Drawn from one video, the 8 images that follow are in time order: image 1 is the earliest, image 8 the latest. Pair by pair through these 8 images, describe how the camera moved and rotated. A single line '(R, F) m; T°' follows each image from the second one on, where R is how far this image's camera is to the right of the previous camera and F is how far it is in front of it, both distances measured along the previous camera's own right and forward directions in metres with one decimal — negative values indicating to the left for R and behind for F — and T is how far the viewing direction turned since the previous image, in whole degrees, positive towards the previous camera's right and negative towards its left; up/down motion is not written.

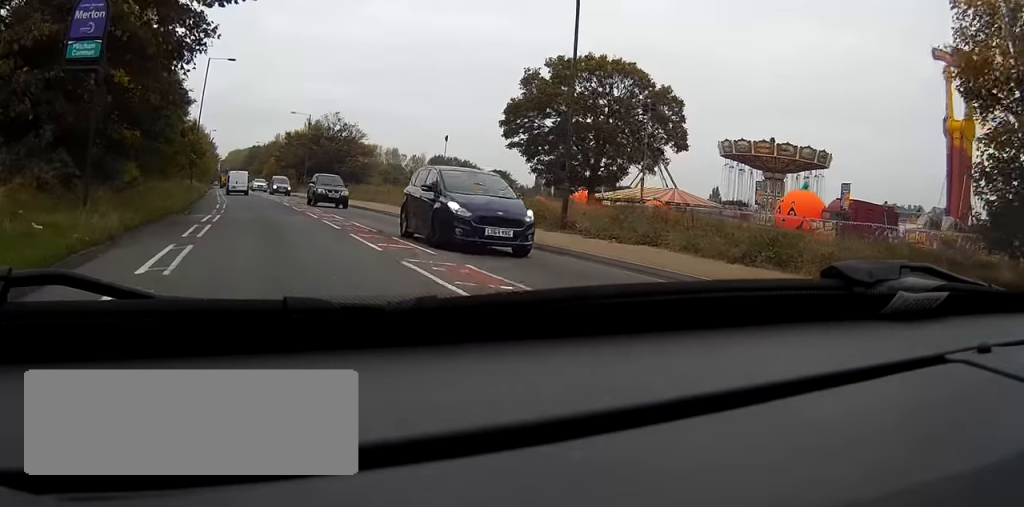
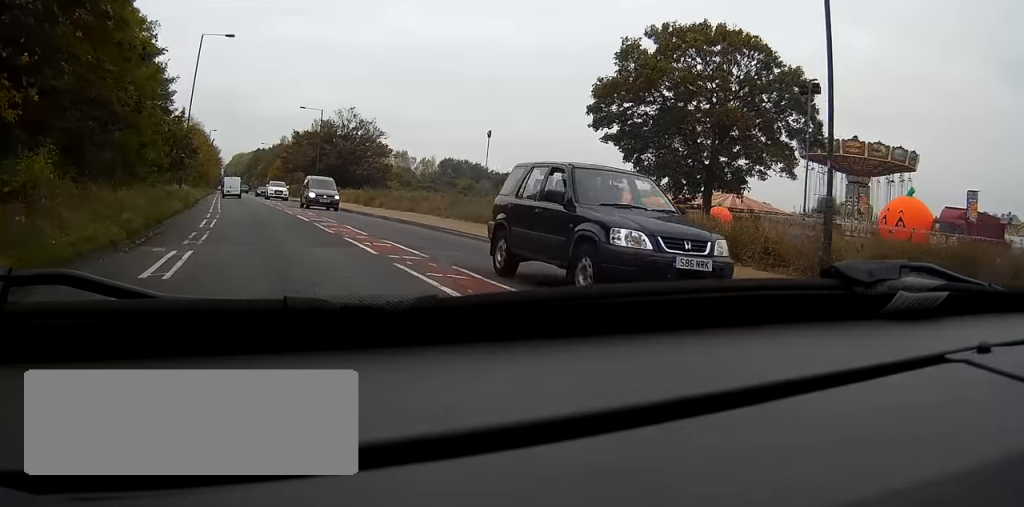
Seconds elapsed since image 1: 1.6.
(-0.4, +11.6) m; -3°
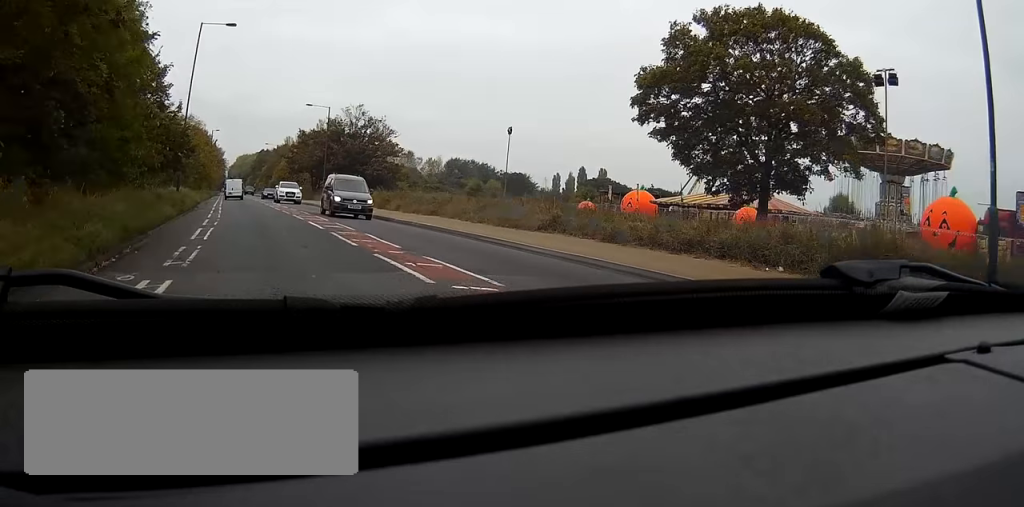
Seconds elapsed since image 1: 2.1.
(0.0, +3.7) m; -1°
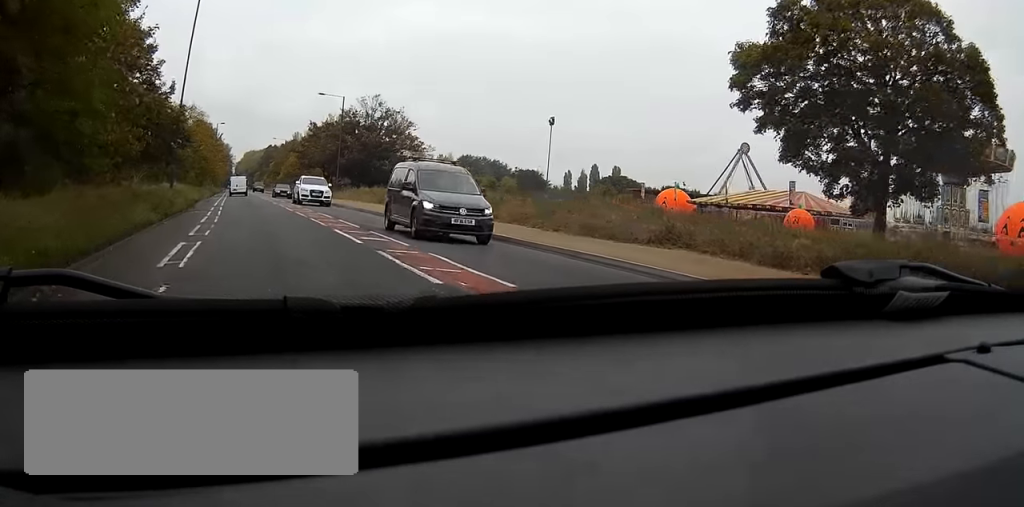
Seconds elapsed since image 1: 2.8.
(-0.1, +6.4) m; -1°
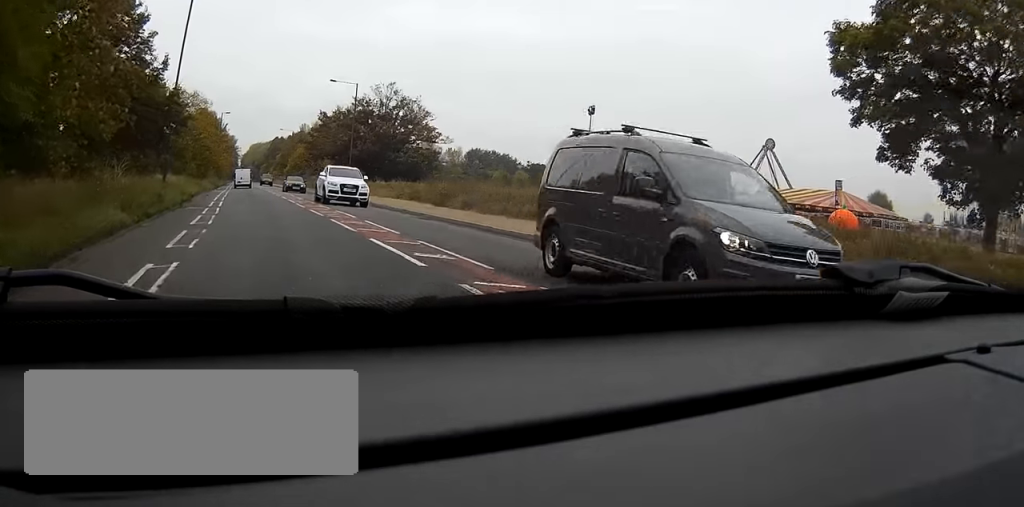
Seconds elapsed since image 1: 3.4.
(0.0, +4.8) m; -1°
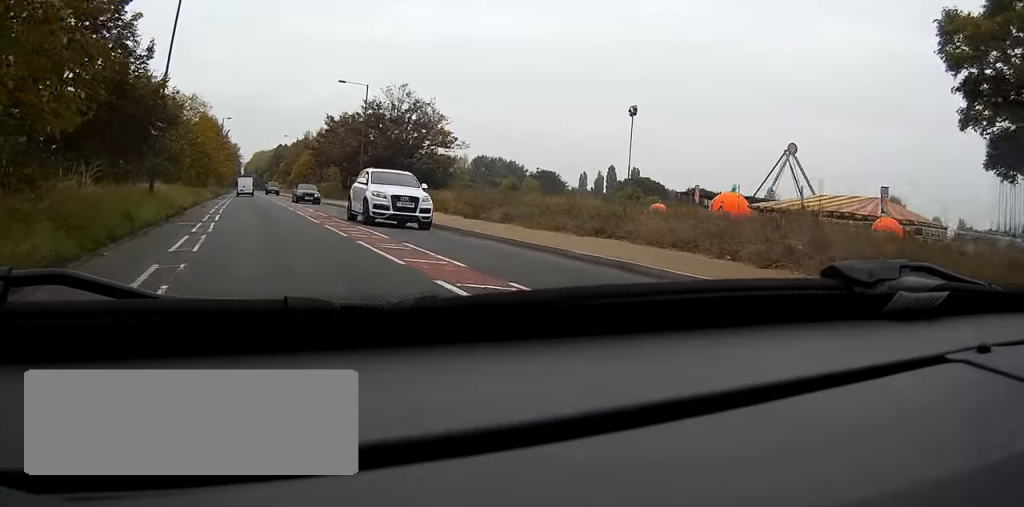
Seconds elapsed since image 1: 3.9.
(0.0, +4.7) m; 0°
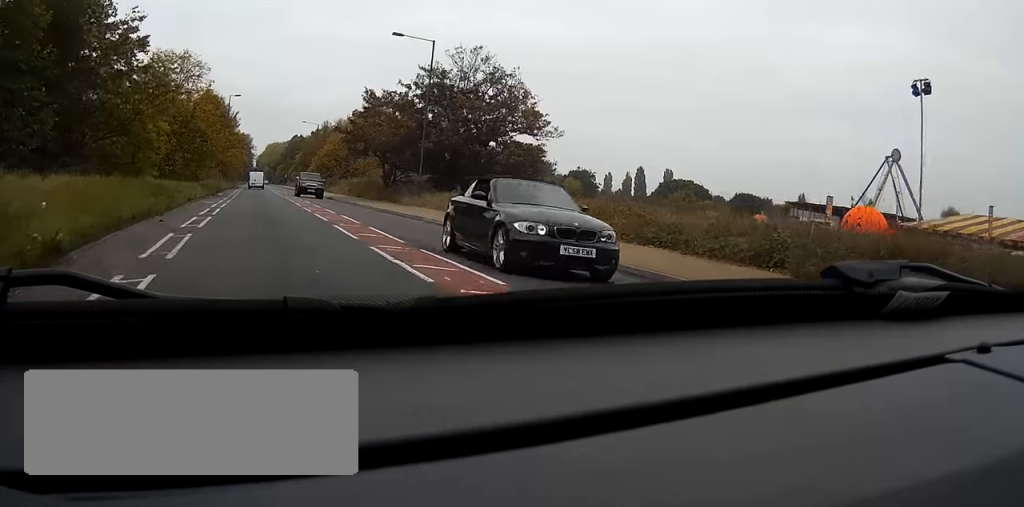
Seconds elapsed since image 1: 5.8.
(-0.1, +19.0) m; 0°
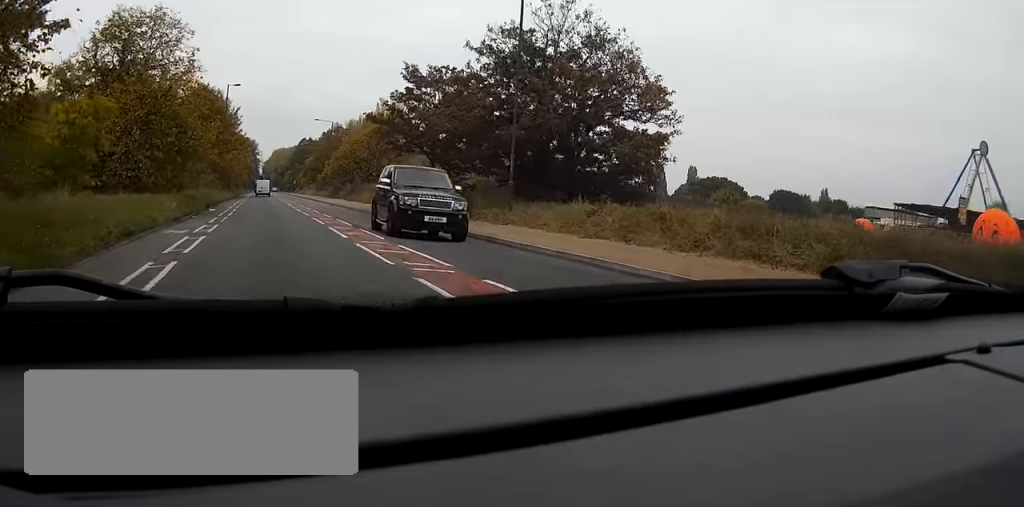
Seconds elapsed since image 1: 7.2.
(0.0, +14.9) m; 0°
